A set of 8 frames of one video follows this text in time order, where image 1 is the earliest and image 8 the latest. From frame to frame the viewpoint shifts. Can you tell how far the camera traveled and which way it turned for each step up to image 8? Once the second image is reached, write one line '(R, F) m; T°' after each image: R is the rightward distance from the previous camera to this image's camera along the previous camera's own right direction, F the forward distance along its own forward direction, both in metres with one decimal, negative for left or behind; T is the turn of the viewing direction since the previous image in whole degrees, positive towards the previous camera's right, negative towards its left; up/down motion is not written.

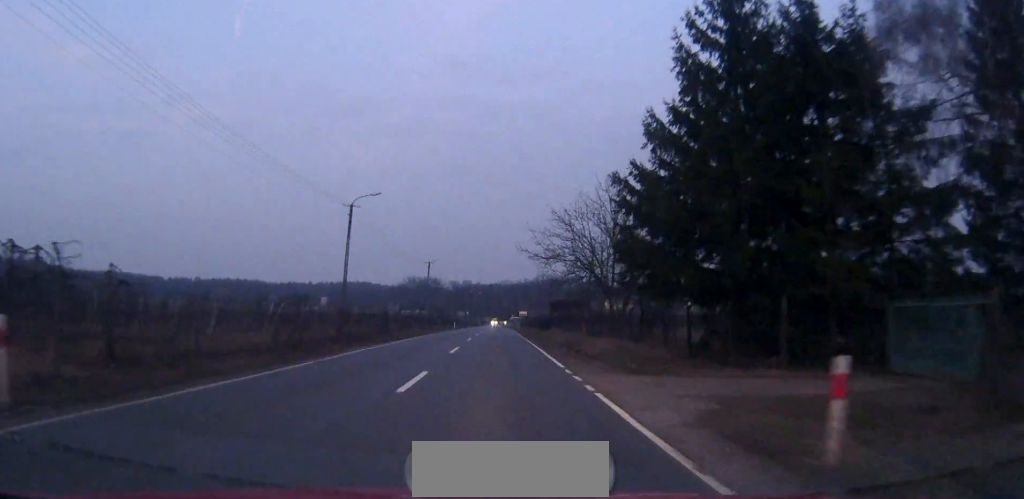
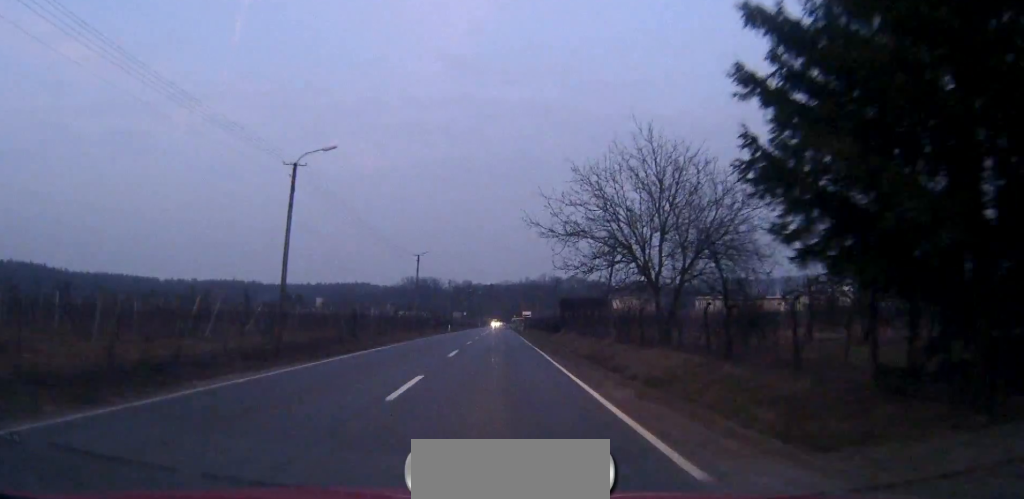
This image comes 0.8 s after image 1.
(0.0, +13.1) m; 0°
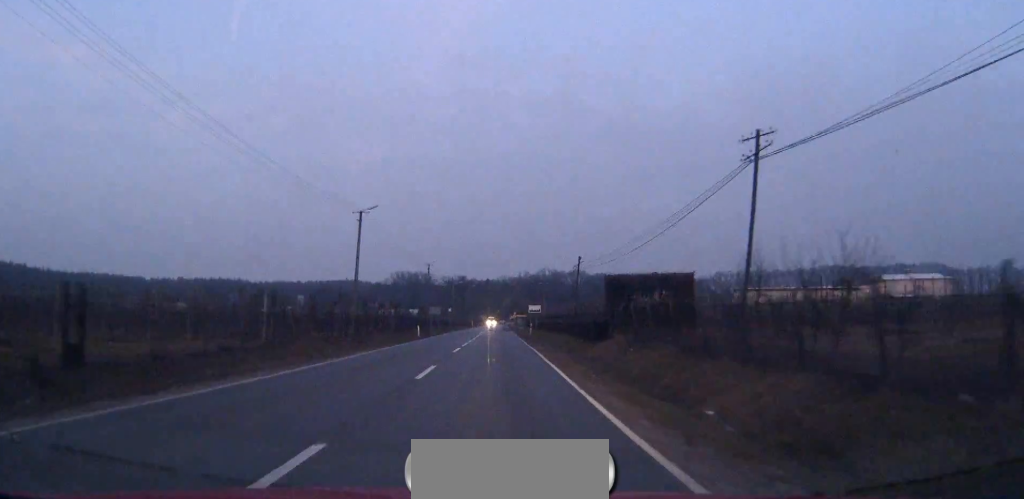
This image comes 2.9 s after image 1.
(0.0, +32.4) m; 0°
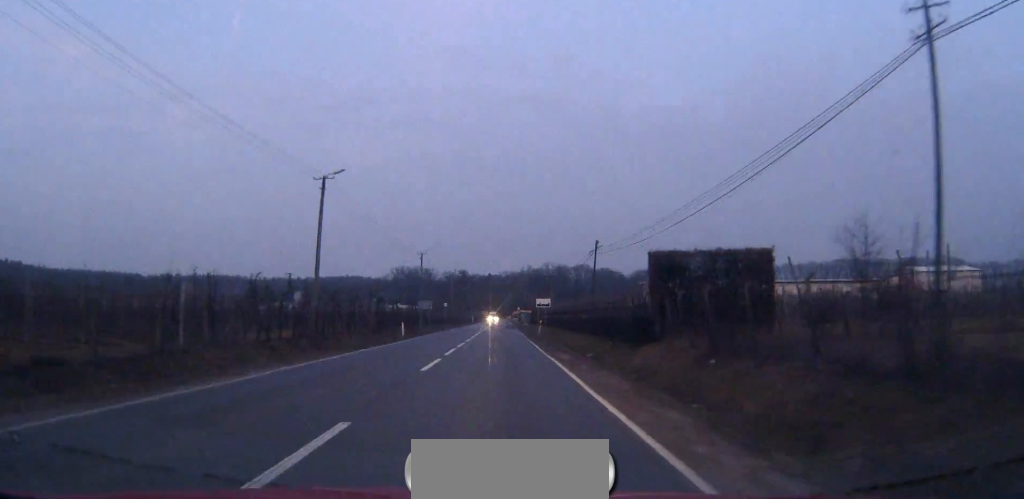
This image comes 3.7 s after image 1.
(0.0, +11.1) m; 0°
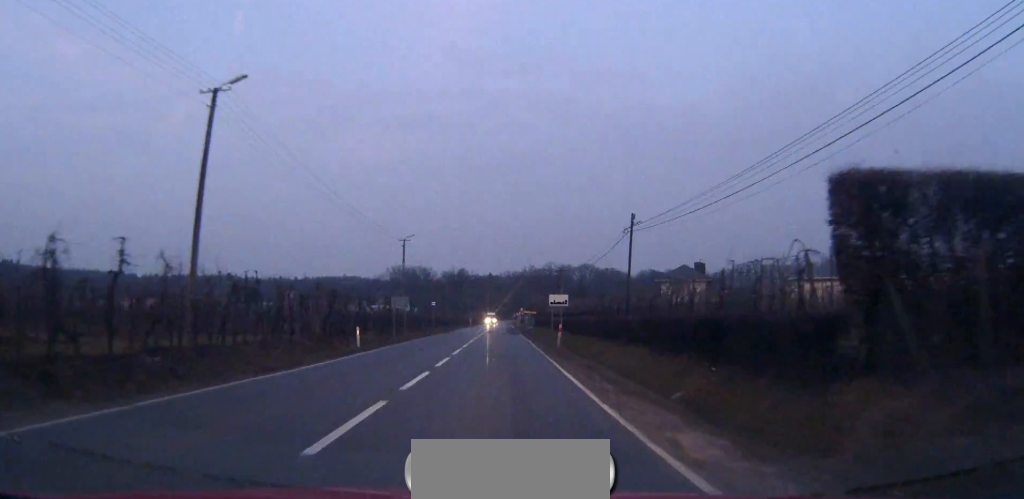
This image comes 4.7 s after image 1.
(0.0, +16.0) m; 0°
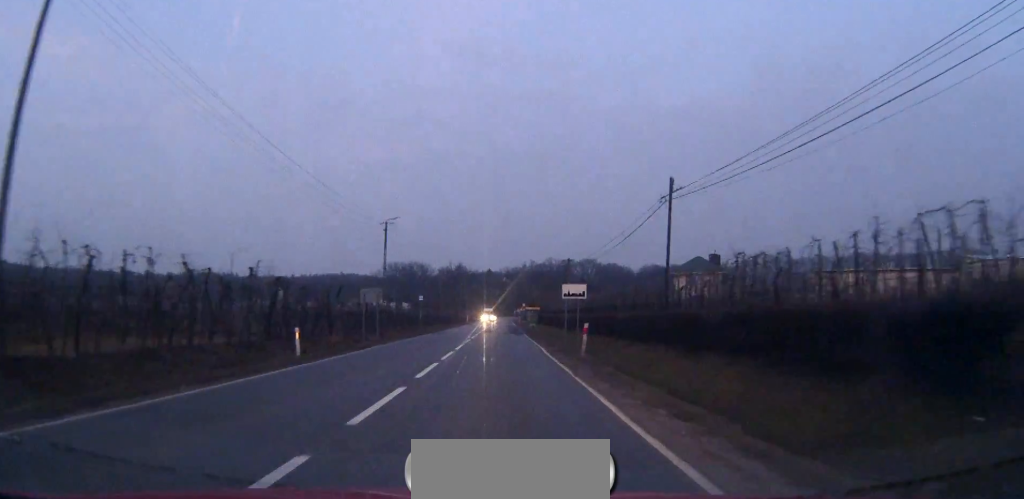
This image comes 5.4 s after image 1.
(0.0, +10.3) m; 0°
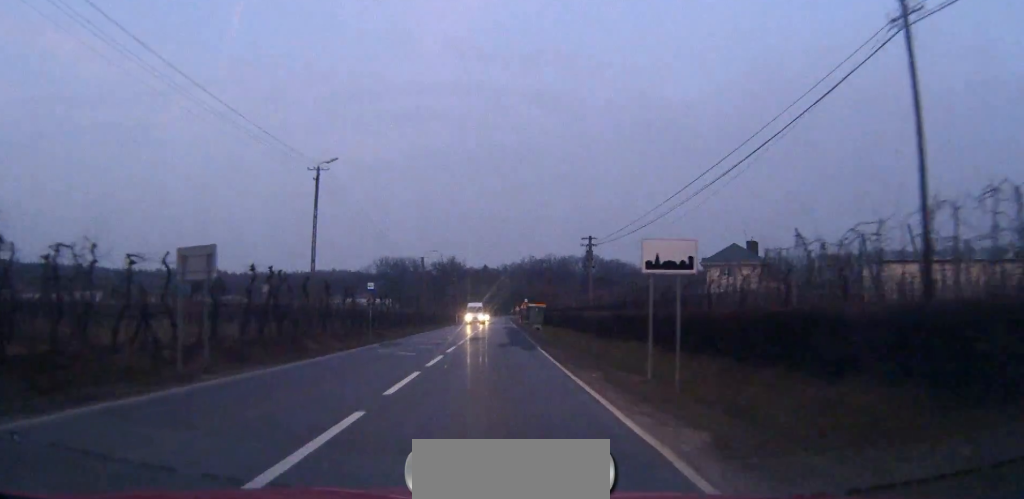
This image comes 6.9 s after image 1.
(0.0, +21.3) m; 0°
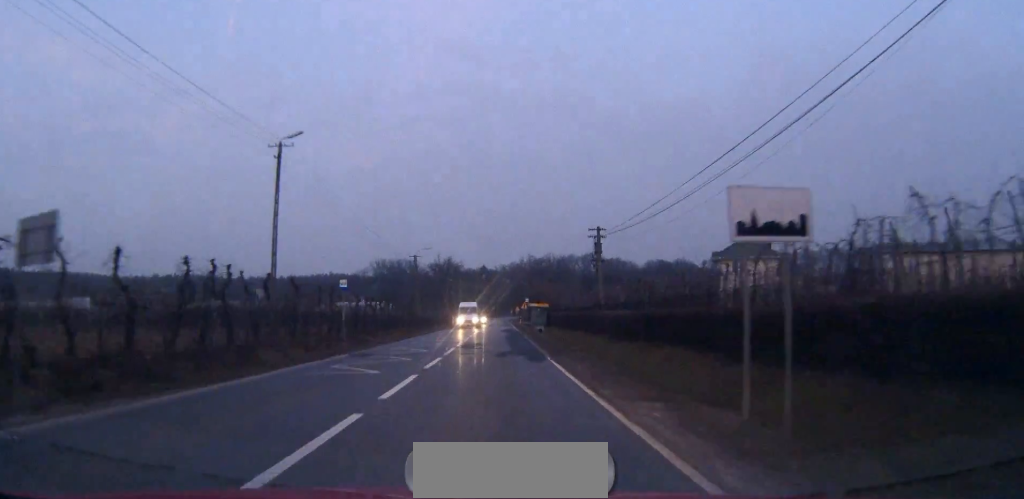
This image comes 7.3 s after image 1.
(0.0, +6.2) m; 0°
